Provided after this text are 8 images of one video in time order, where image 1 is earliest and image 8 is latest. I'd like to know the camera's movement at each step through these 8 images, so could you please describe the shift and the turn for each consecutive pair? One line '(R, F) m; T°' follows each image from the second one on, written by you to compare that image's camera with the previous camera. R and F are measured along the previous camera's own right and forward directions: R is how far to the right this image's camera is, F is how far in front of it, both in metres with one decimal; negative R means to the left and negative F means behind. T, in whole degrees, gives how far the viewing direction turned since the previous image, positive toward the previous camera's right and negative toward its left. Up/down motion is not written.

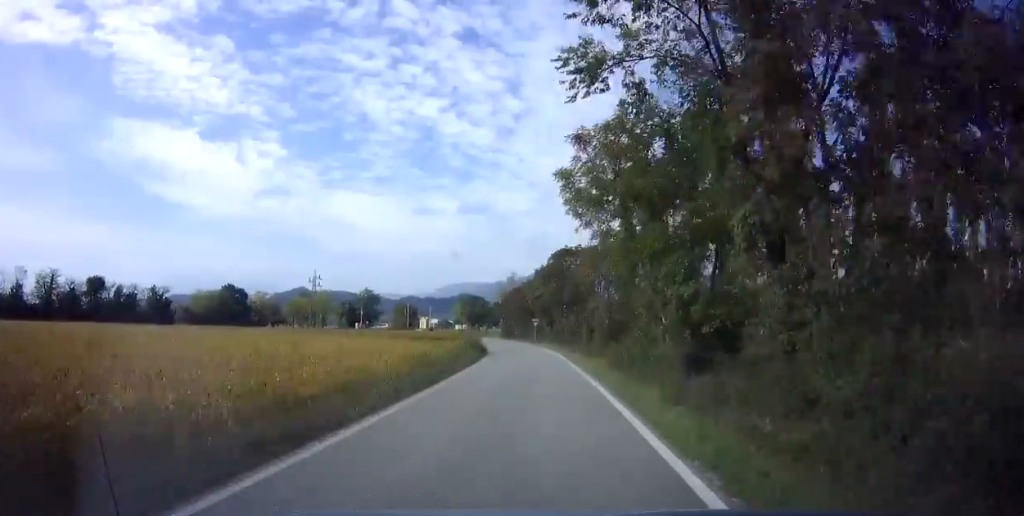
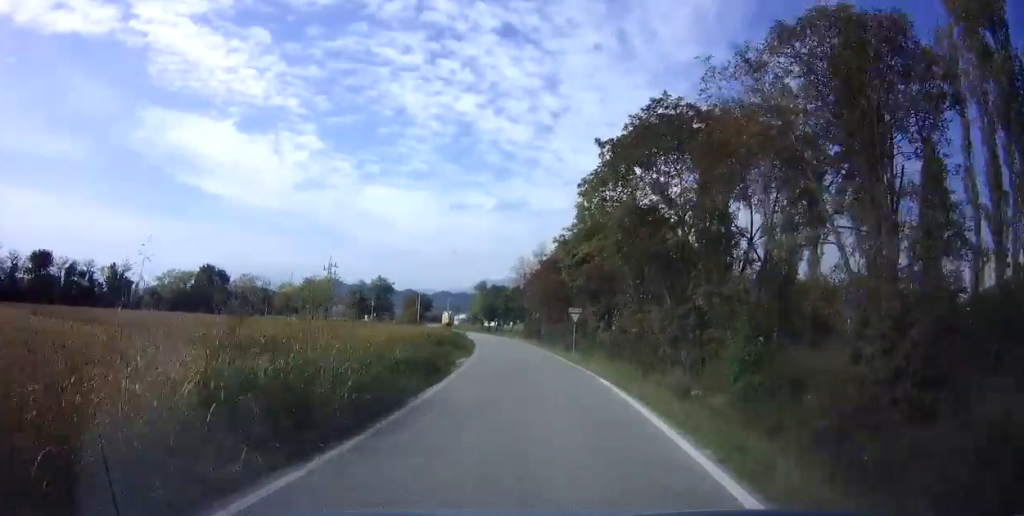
(-0.6, +26.6) m; -3°
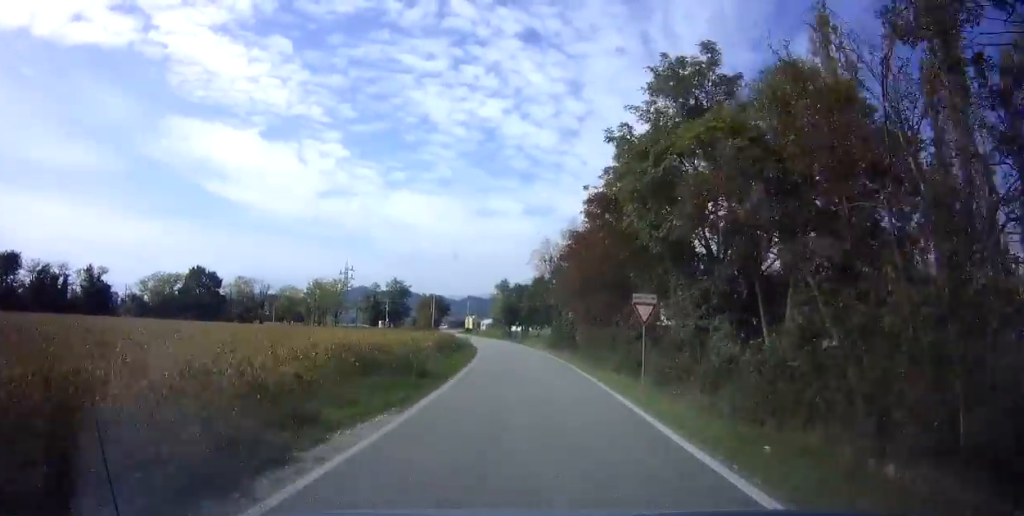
(-0.4, +15.7) m; -3°
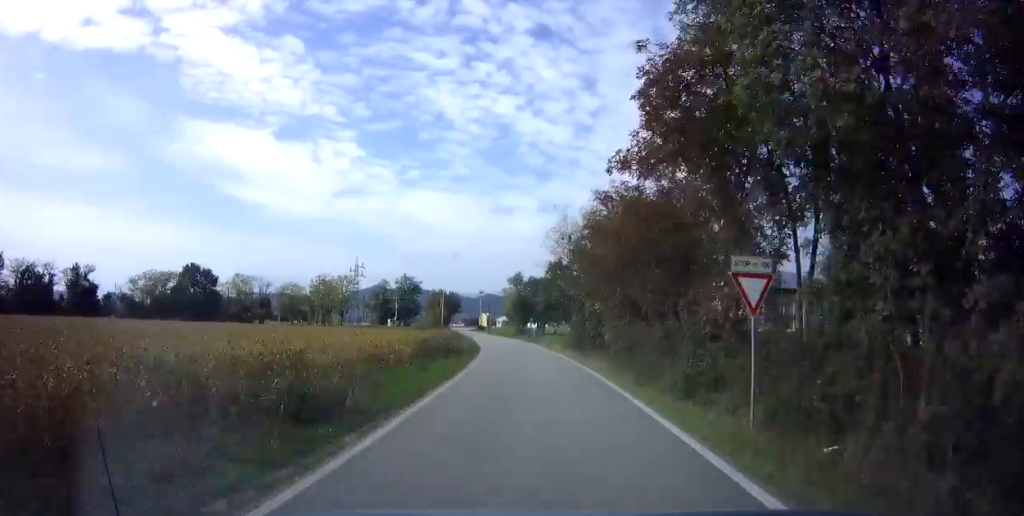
(-0.1, +7.9) m; -1°
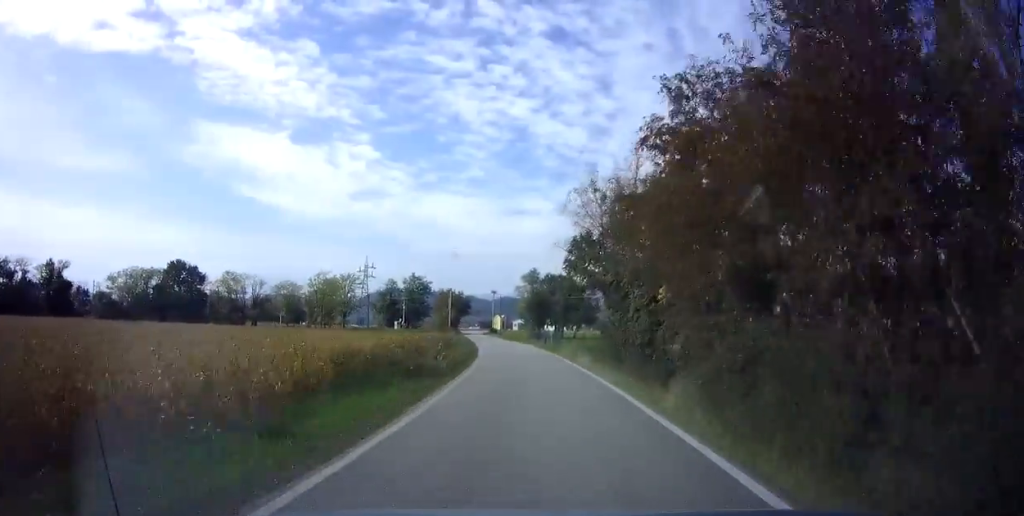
(-0.1, +10.7) m; -2°
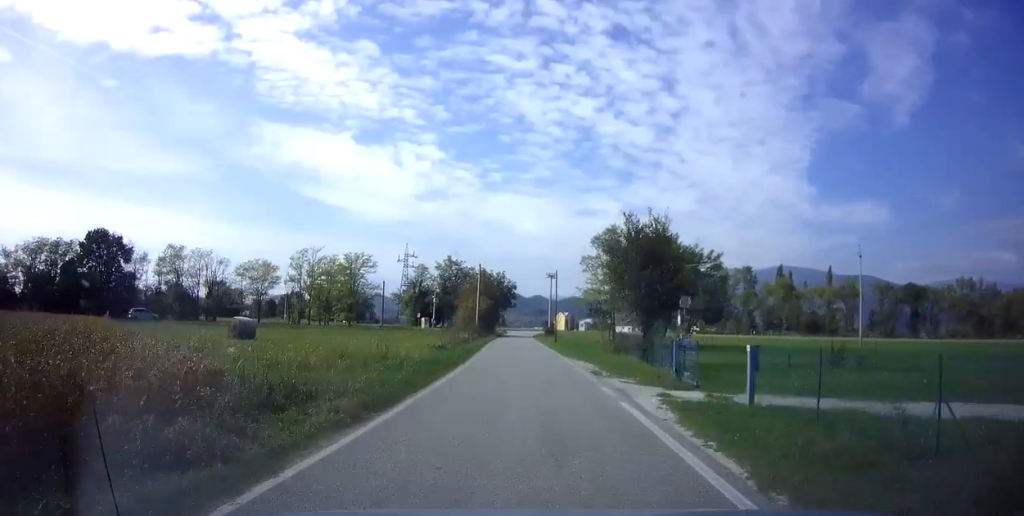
(-2.4, +36.8) m; -7°
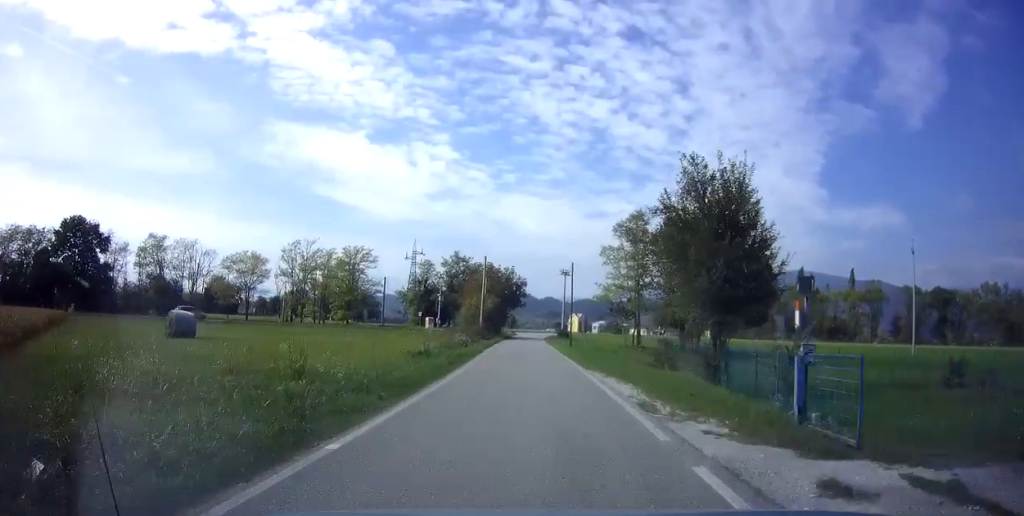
(-0.2, +7.2) m; -1°
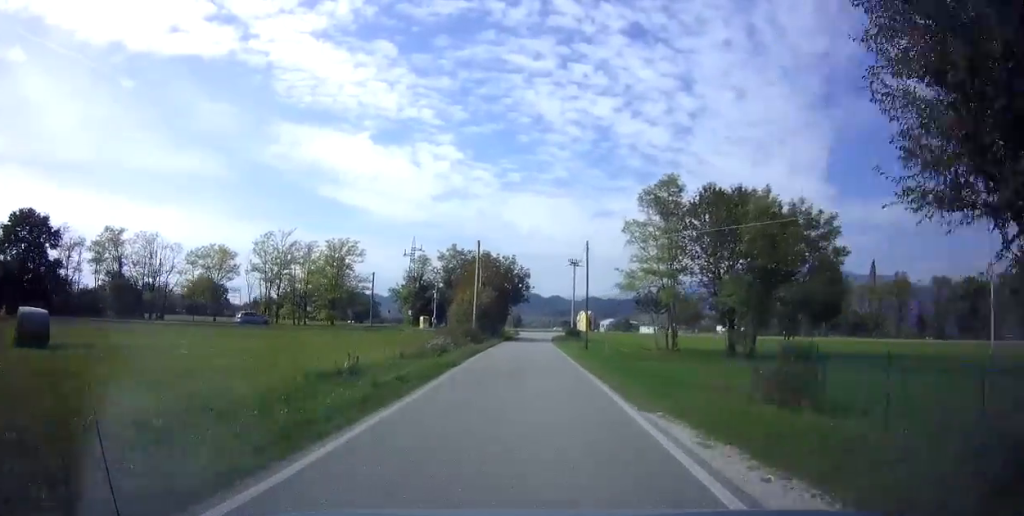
(-0.1, +9.9) m; -1°
